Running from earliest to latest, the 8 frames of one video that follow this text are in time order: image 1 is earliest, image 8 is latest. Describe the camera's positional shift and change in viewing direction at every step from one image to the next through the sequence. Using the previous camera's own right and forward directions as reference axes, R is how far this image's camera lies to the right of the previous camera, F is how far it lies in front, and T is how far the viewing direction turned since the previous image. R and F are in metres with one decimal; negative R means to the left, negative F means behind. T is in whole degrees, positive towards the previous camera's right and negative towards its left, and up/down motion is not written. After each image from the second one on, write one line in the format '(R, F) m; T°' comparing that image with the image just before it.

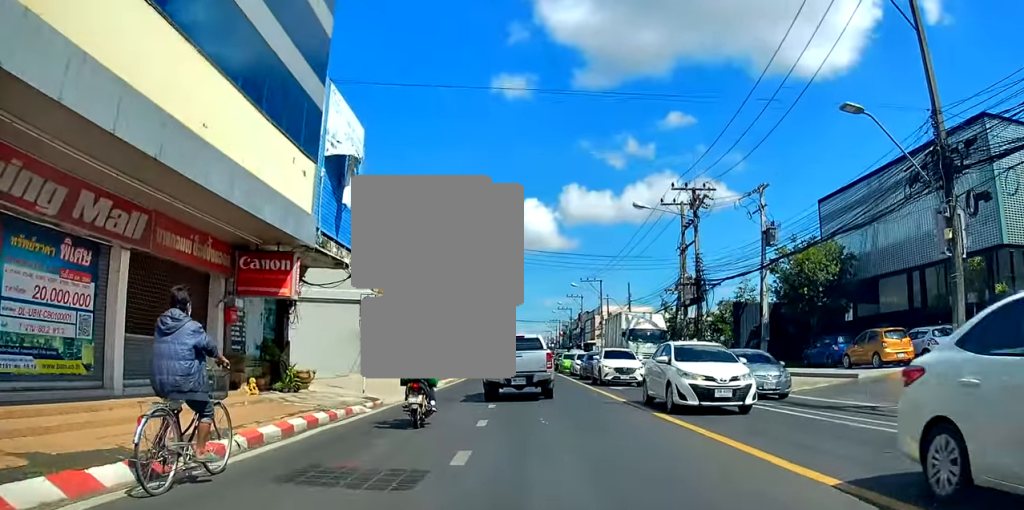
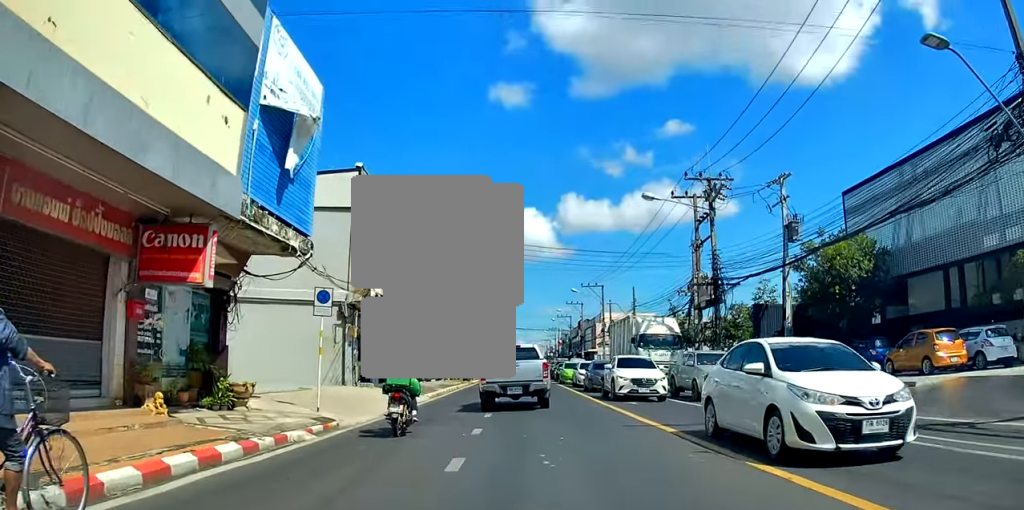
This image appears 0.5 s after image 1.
(0.0, +3.7) m; +1°
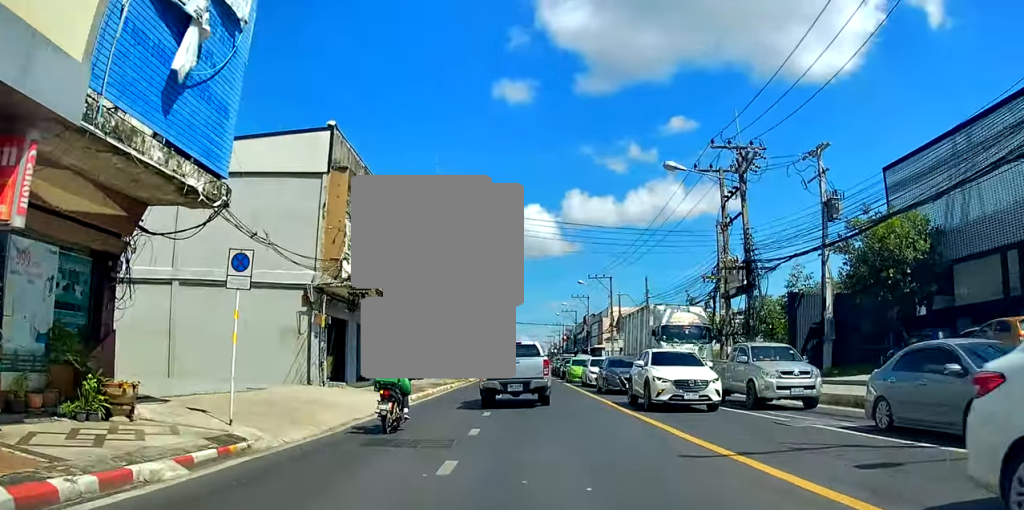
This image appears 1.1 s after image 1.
(0.0, +4.0) m; +1°
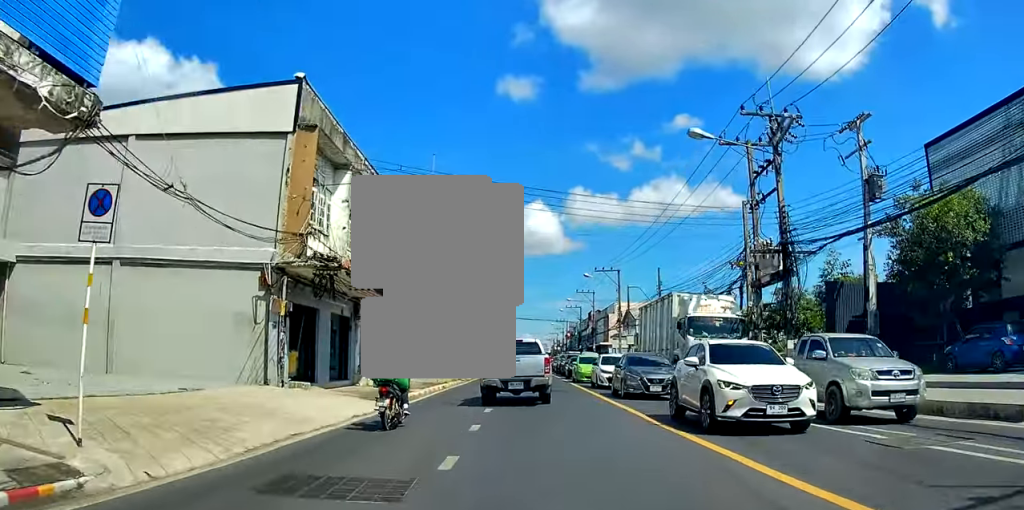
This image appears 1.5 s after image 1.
(0.0, +3.7) m; +1°
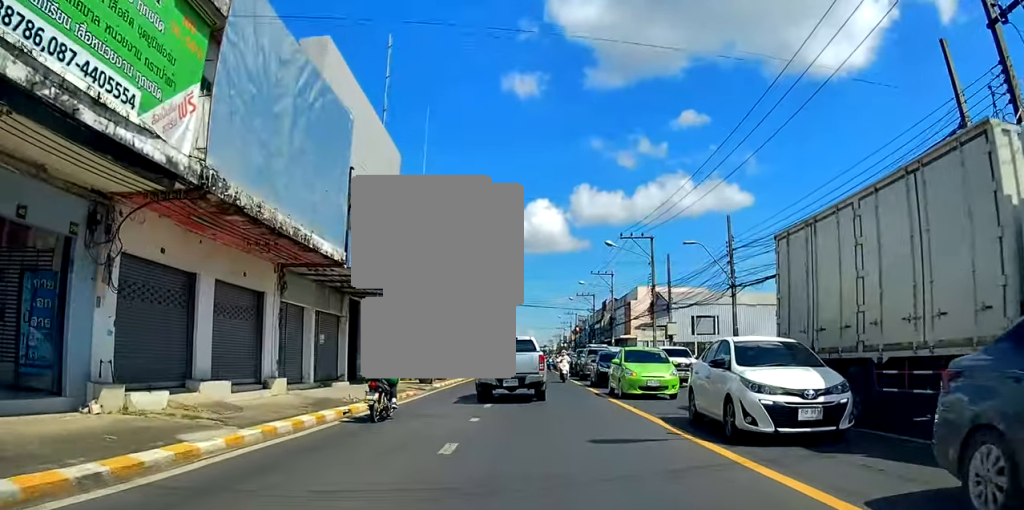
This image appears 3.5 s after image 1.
(+0.2, +14.6) m; +1°
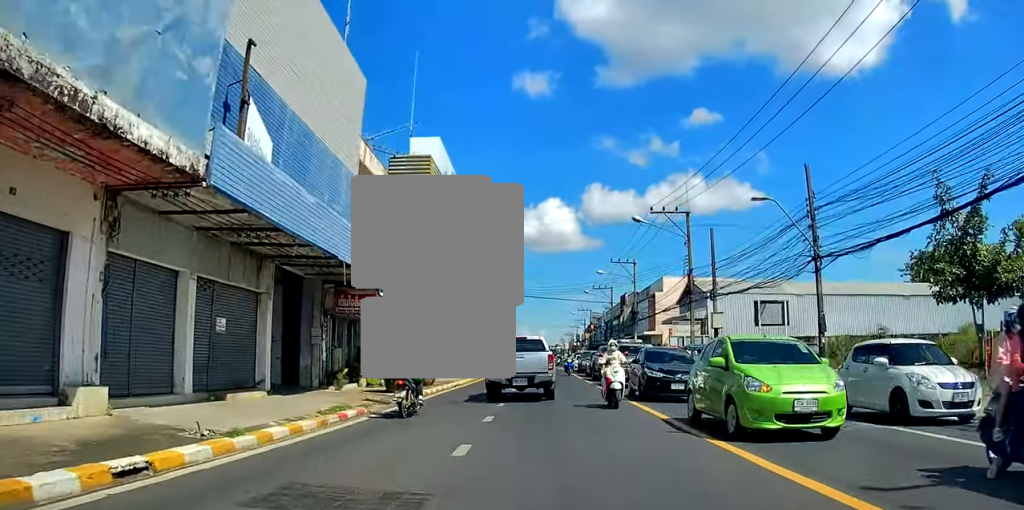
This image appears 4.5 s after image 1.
(0.0, +7.4) m; 0°
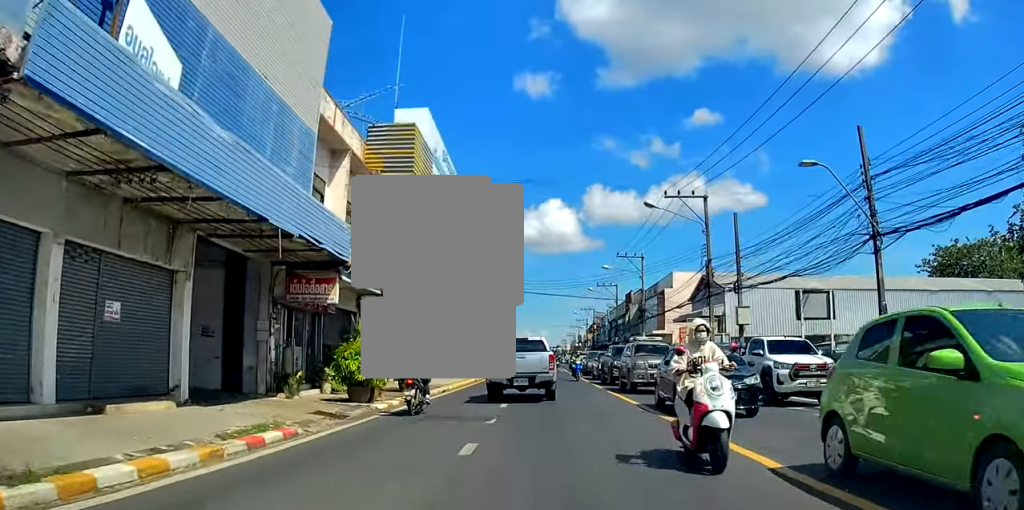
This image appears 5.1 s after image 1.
(+0.1, +3.6) m; 0°
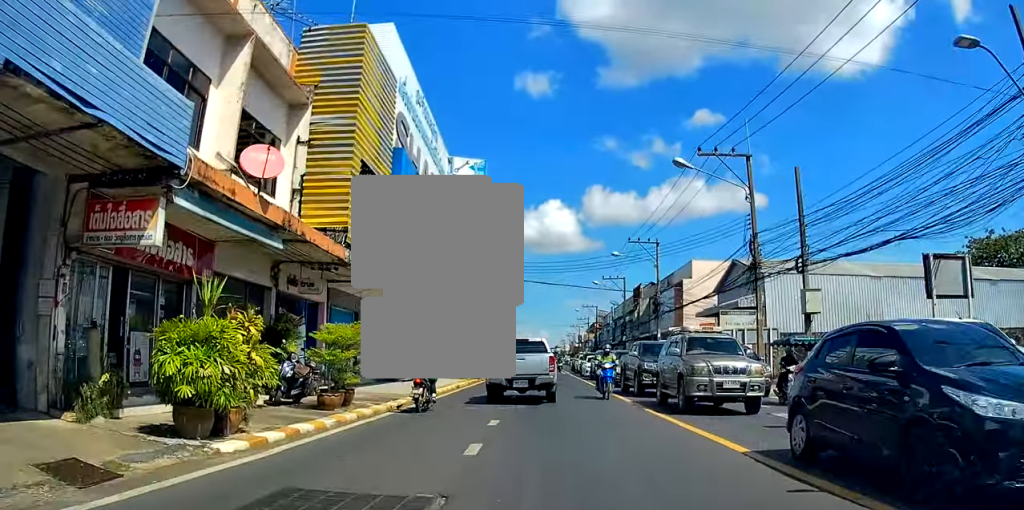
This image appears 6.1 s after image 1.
(-0.2, +7.2) m; -5°
